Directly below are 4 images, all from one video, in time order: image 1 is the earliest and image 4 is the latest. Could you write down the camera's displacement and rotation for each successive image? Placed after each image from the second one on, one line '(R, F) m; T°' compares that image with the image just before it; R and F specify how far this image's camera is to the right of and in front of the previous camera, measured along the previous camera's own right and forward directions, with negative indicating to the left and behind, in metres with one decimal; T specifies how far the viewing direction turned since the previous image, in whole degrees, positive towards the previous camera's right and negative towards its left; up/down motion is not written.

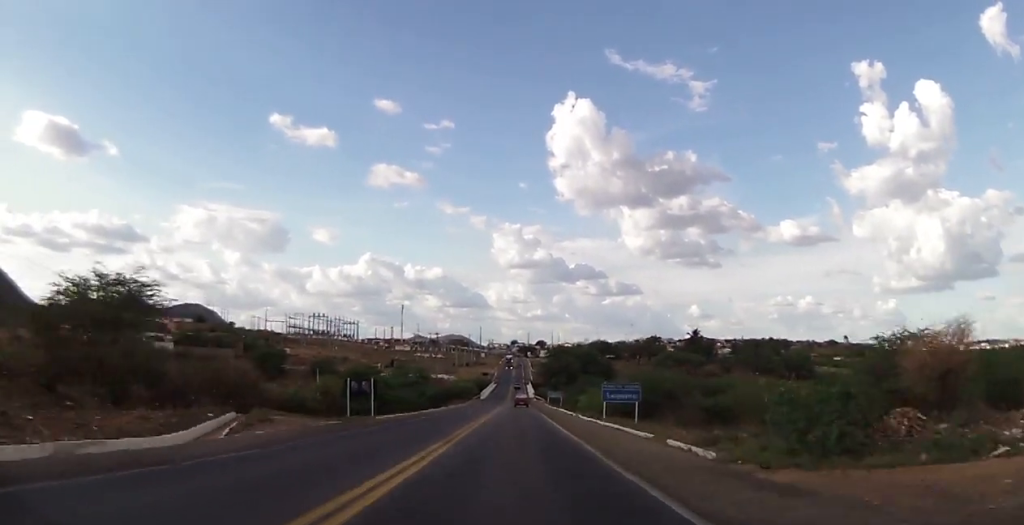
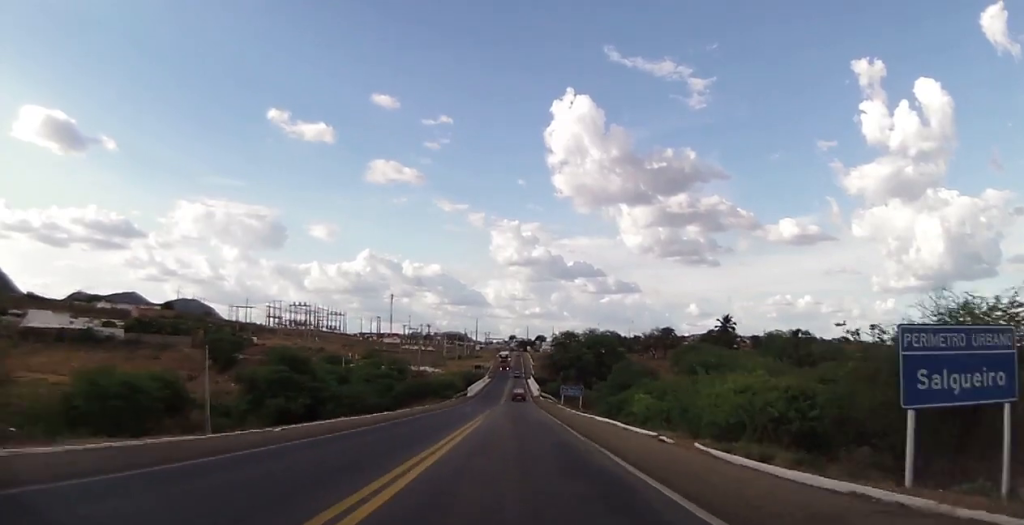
(-0.2, +34.3) m; 0°
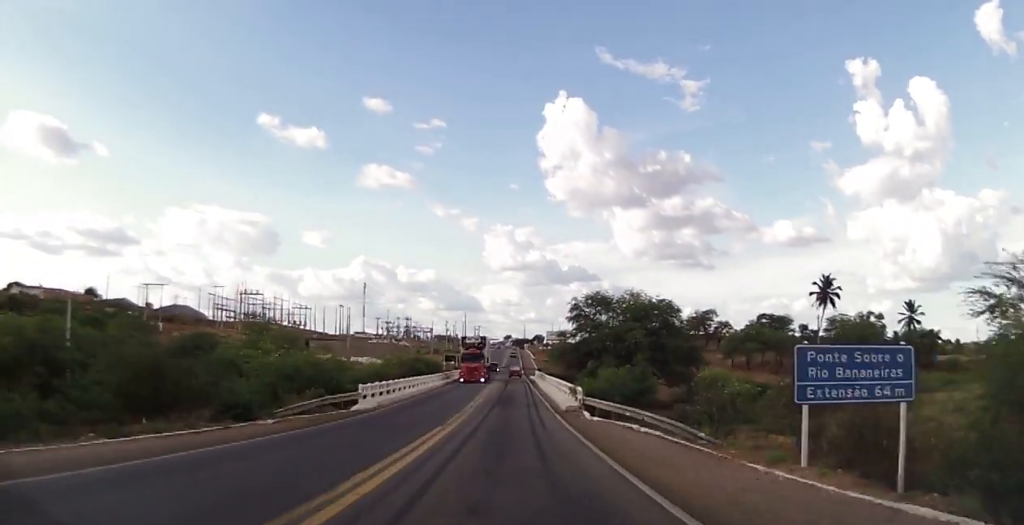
(+0.2, +64.8) m; 0°
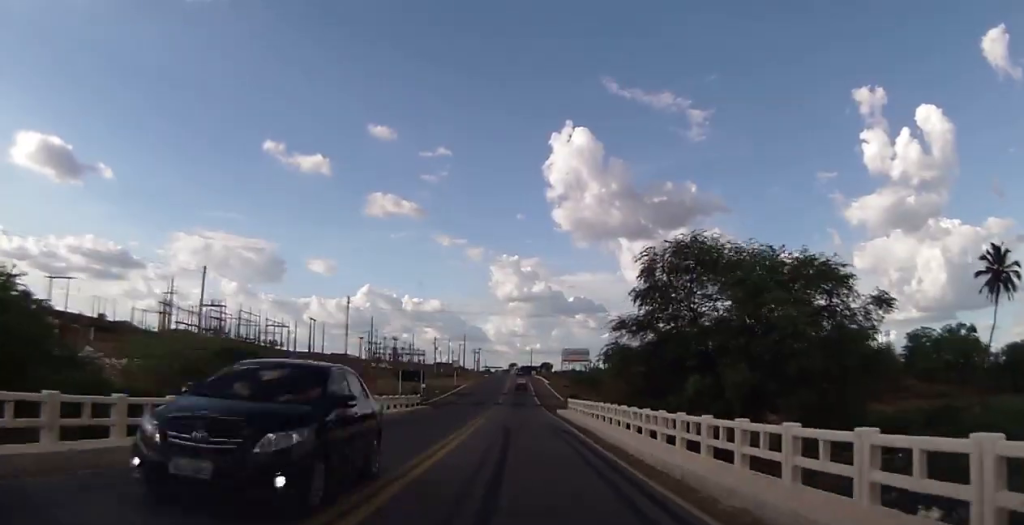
(-0.5, +49.0) m; 0°
